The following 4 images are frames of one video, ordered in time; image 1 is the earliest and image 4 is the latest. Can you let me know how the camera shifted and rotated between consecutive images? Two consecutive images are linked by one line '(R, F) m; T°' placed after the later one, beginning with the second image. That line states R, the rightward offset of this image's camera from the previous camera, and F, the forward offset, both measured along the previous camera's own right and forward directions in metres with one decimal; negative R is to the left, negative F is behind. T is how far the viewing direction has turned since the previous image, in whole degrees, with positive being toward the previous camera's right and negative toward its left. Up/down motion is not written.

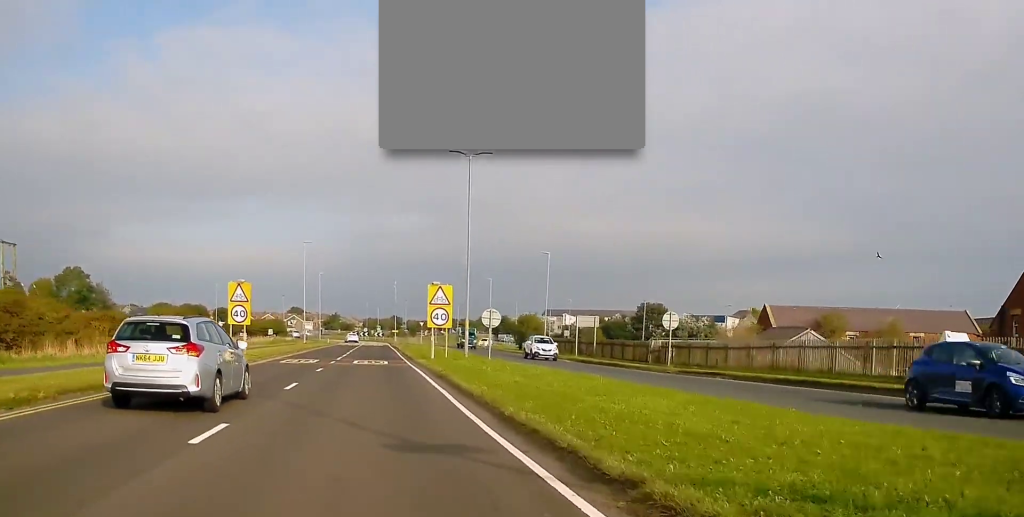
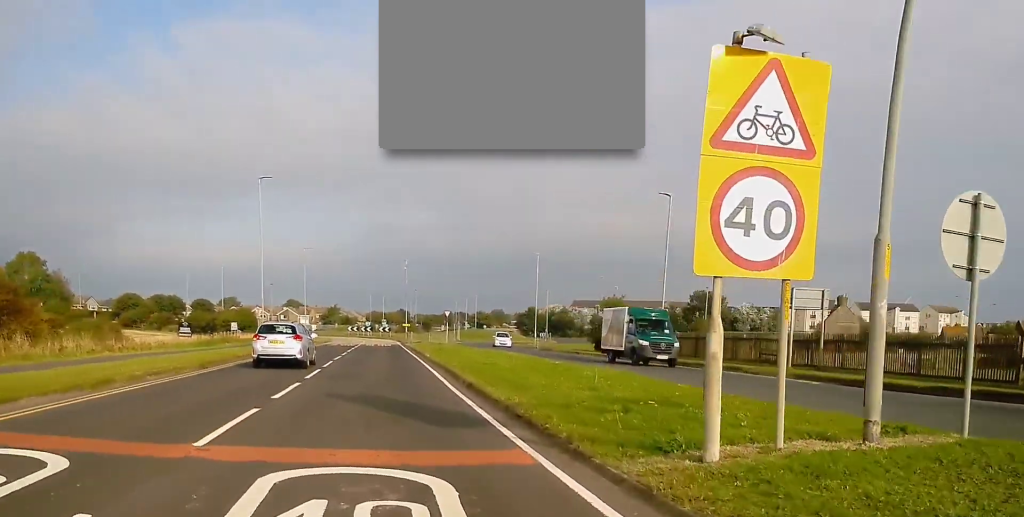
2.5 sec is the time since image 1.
(-0.5, +32.2) m; -1°
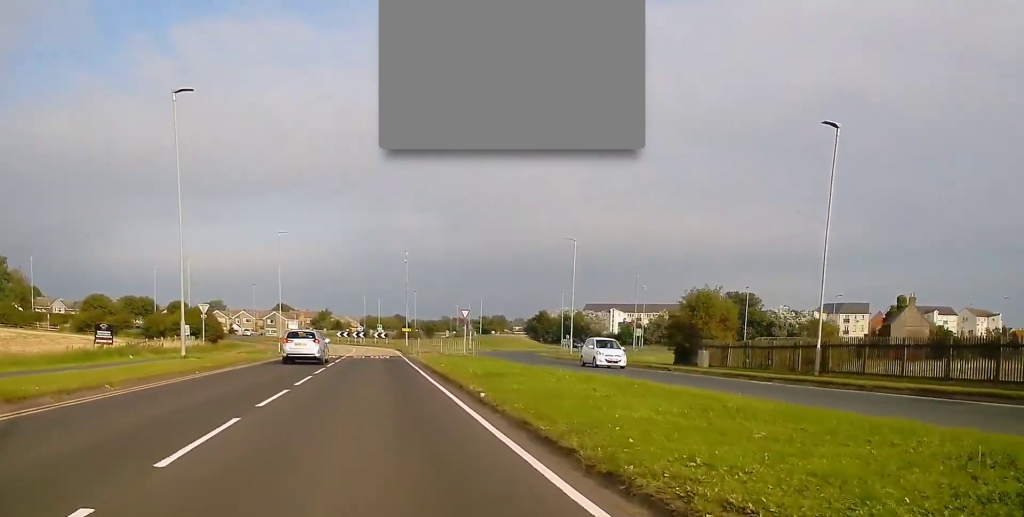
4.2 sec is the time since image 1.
(+0.3, +18.9) m; +1°
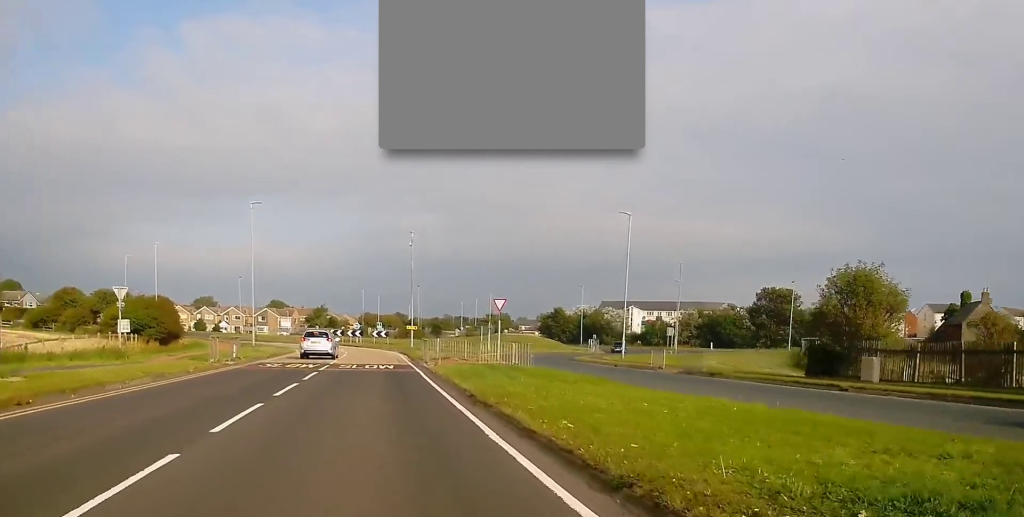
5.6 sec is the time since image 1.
(0.0, +15.6) m; +2°
